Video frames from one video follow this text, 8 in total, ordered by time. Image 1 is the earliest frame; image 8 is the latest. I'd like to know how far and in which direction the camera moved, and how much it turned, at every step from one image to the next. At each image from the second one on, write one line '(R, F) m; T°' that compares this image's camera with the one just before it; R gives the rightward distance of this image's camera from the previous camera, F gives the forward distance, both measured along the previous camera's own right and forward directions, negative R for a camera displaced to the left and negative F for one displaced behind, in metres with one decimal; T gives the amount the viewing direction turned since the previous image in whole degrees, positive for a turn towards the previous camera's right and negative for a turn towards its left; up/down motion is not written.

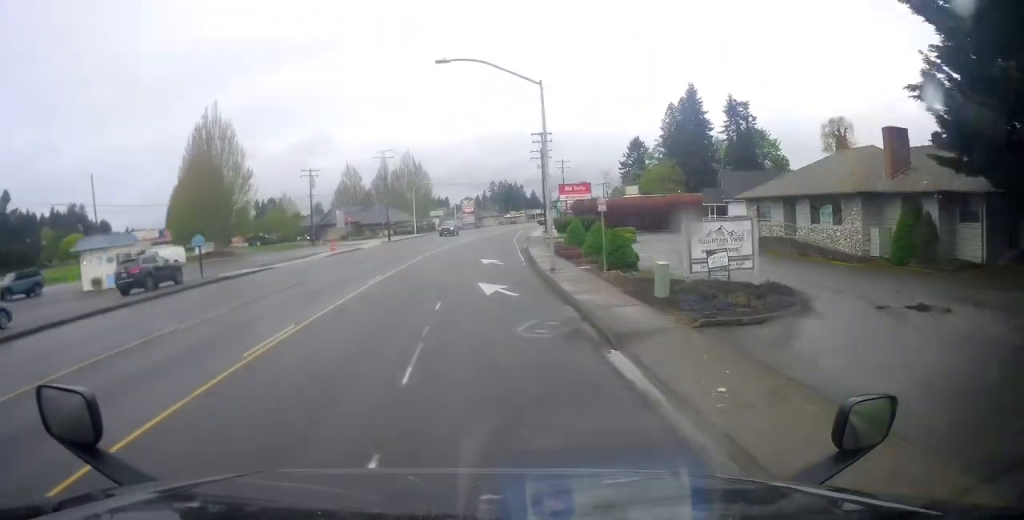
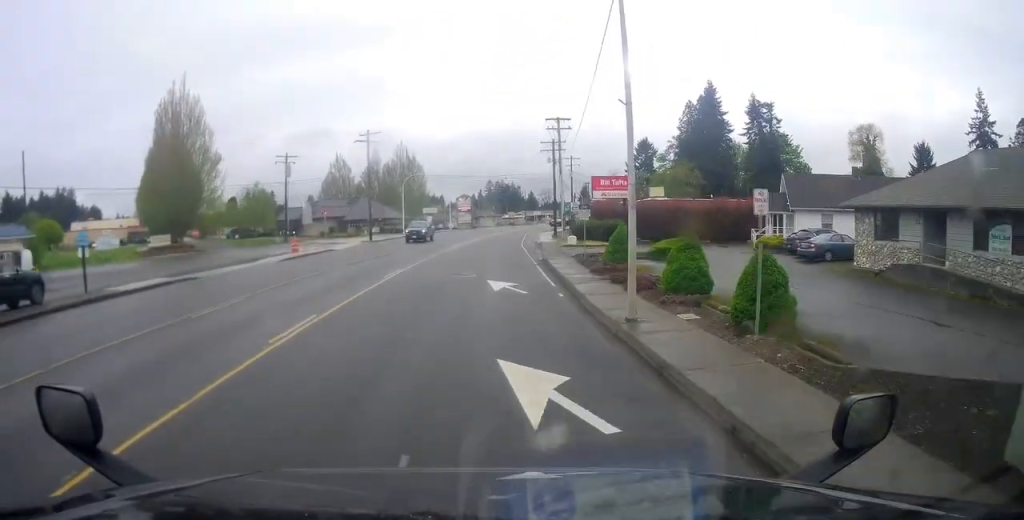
(-0.4, +11.8) m; +1°
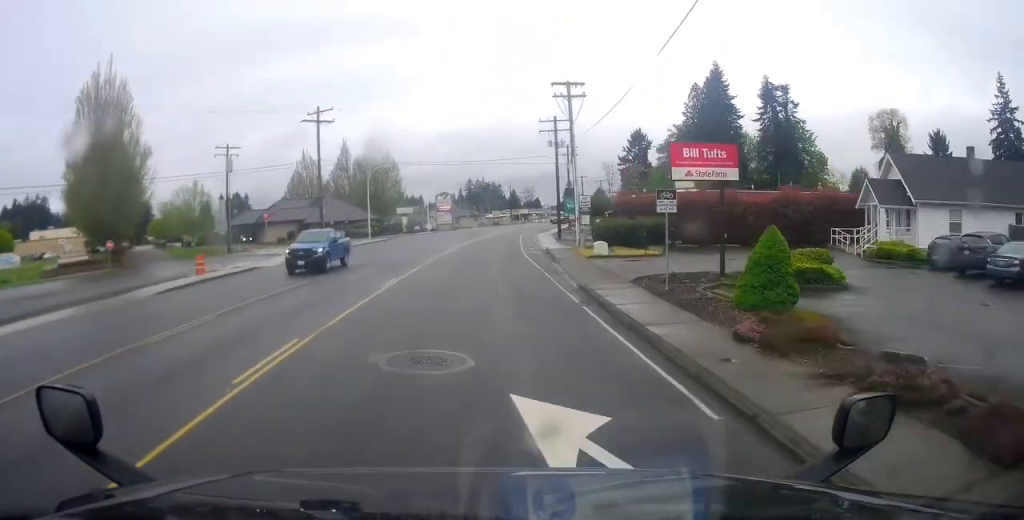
(+0.2, +14.6) m; +3°
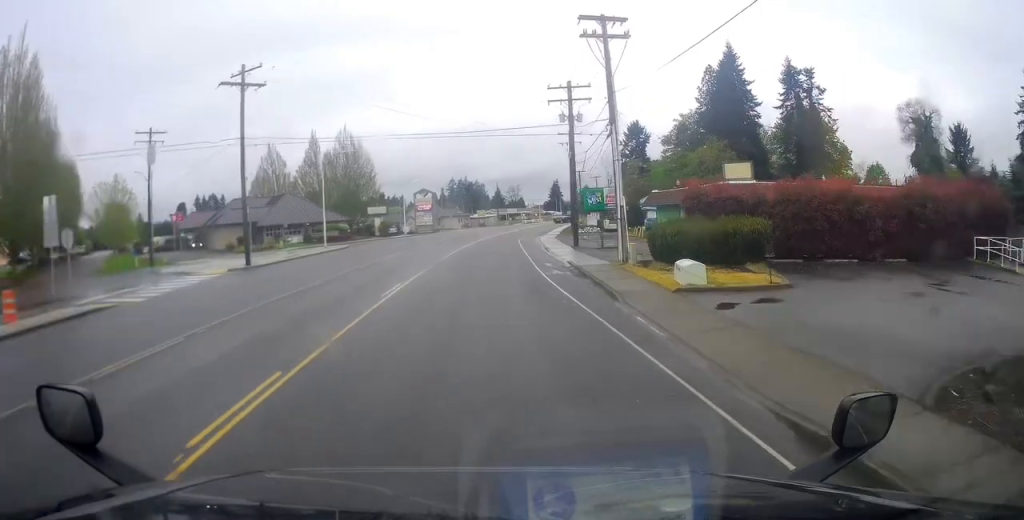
(+0.7, +14.4) m; +2°
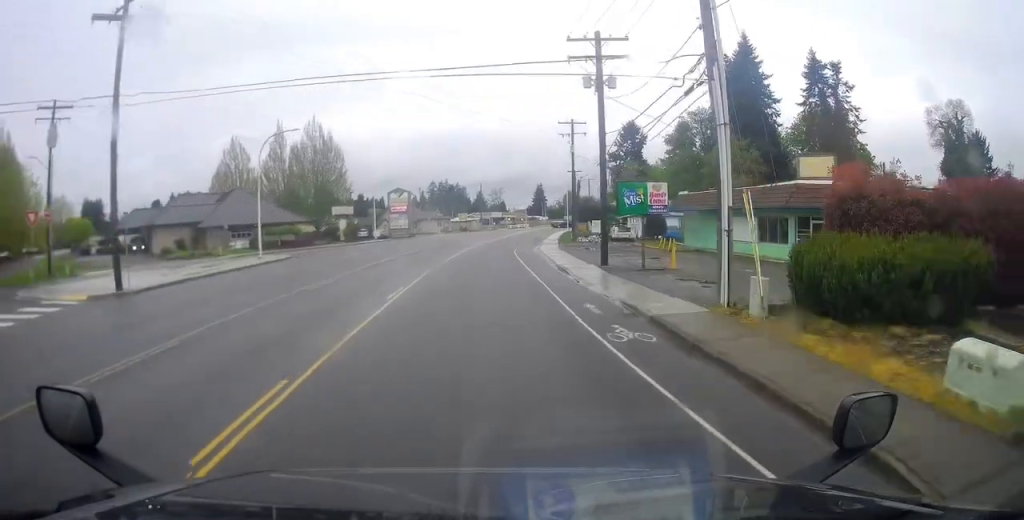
(+0.2, +12.4) m; -1°
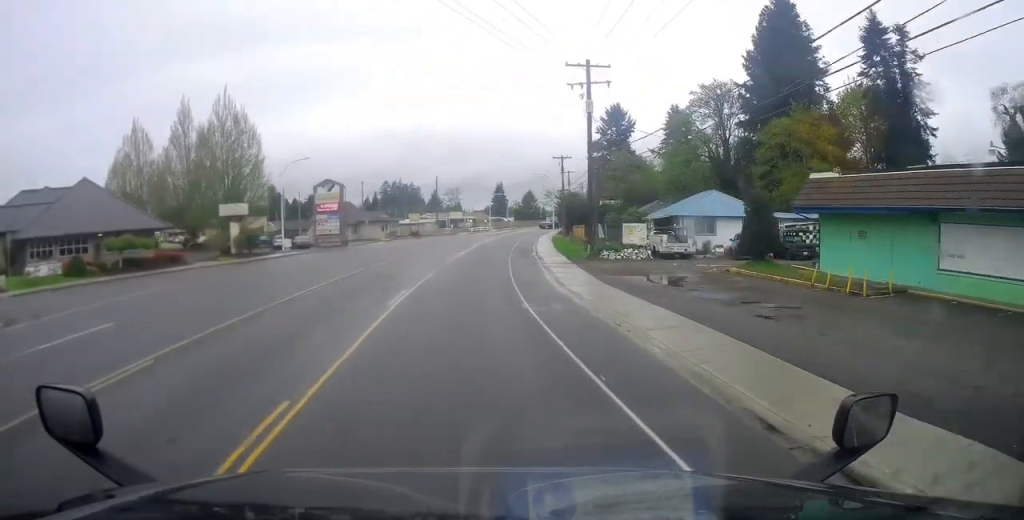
(0.0, +25.6) m; +3°
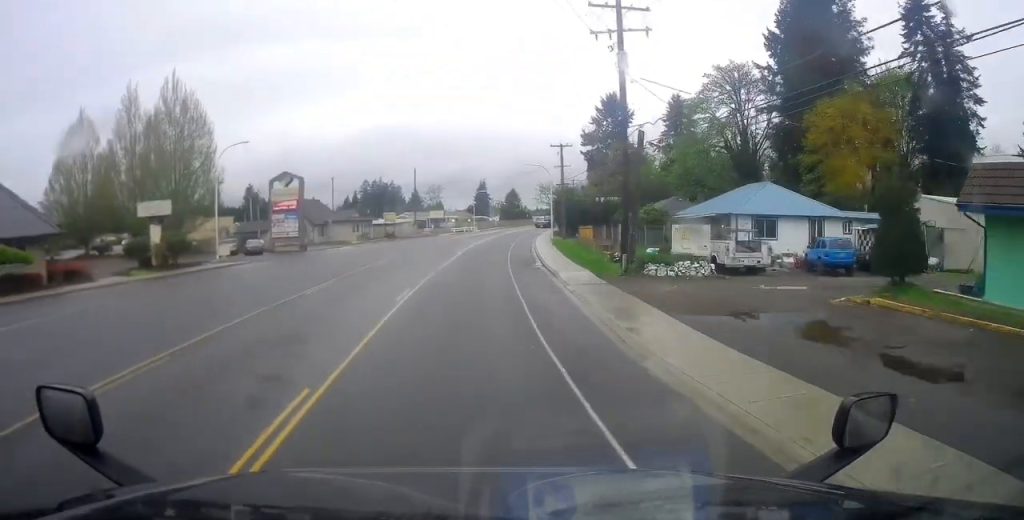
(+0.3, +11.7) m; +2°
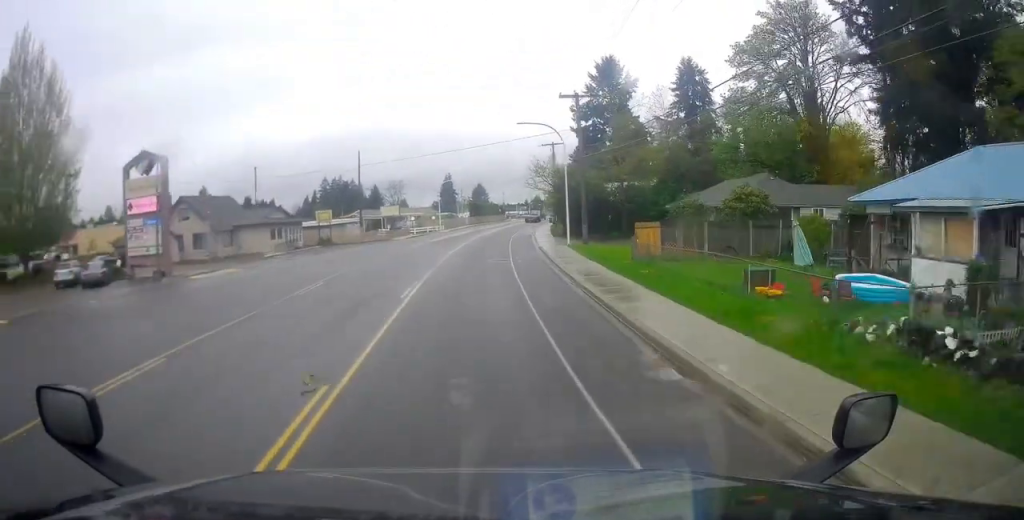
(+0.5, +23.9) m; 0°
